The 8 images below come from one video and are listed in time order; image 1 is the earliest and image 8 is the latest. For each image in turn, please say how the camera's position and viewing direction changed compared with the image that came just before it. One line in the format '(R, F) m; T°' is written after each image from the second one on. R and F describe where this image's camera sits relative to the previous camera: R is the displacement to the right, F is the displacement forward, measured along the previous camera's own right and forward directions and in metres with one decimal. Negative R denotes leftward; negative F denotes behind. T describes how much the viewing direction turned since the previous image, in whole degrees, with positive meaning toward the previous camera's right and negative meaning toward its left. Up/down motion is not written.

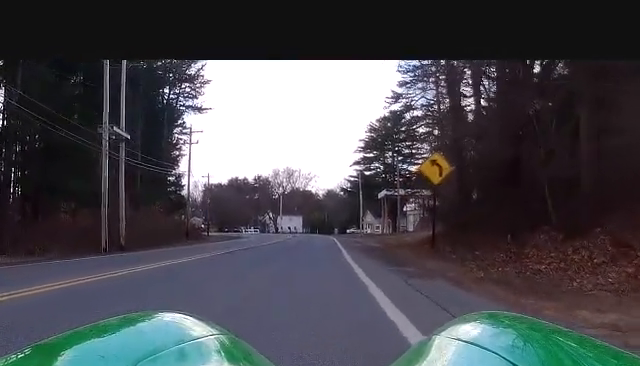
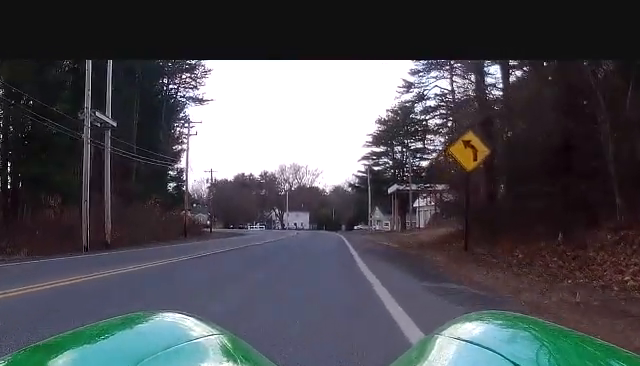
(+0.1, +5.2) m; +2°
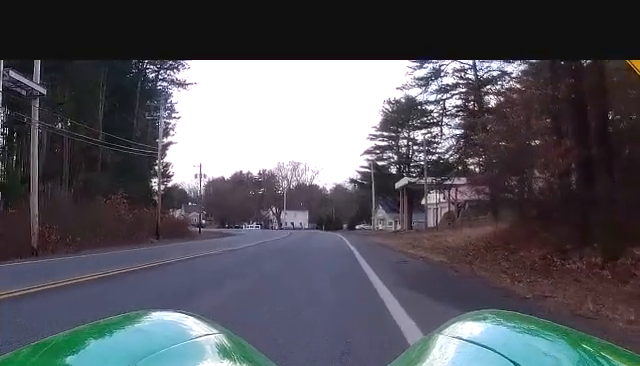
(+0.4, +12.2) m; +2°
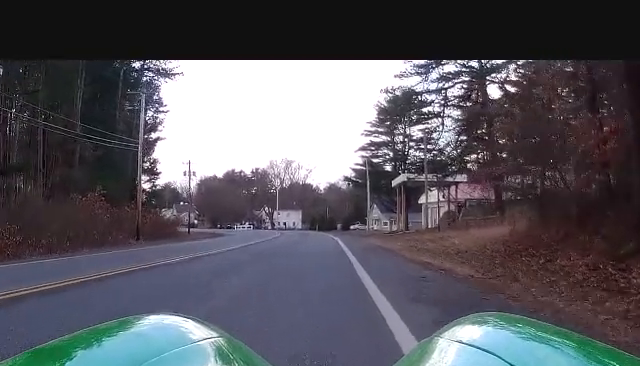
(0.0, +4.5) m; 0°
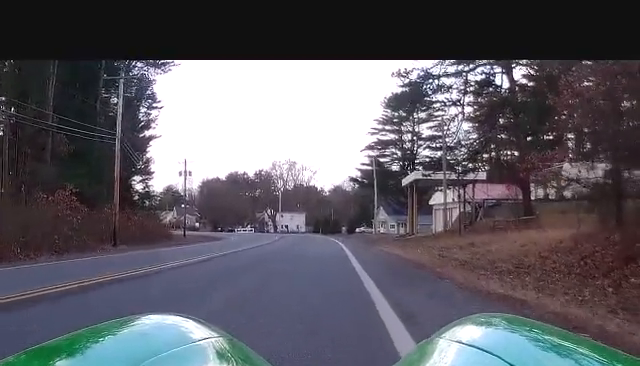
(0.0, +7.6) m; 0°
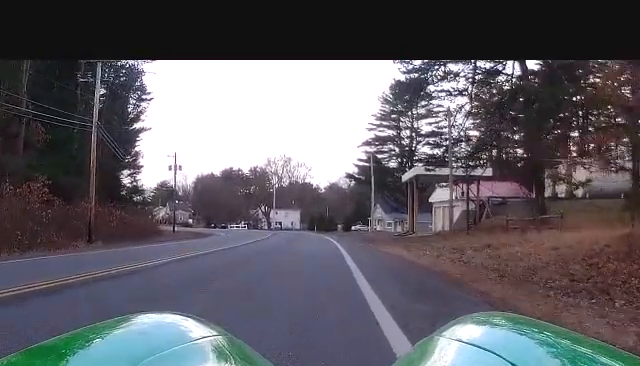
(0.0, +4.7) m; 0°
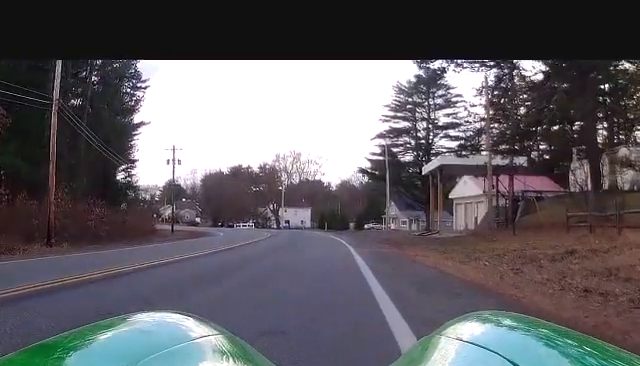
(0.0, +9.0) m; 0°
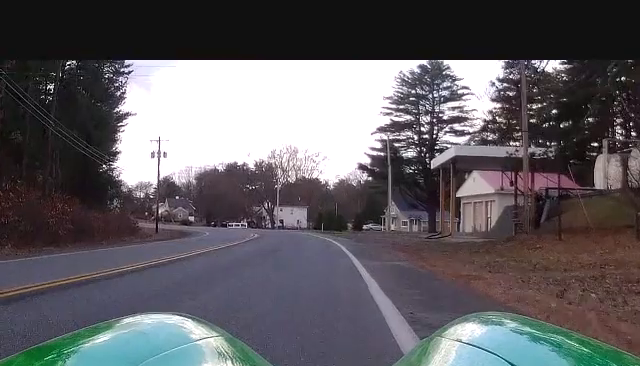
(0.0, +7.8) m; -2°
